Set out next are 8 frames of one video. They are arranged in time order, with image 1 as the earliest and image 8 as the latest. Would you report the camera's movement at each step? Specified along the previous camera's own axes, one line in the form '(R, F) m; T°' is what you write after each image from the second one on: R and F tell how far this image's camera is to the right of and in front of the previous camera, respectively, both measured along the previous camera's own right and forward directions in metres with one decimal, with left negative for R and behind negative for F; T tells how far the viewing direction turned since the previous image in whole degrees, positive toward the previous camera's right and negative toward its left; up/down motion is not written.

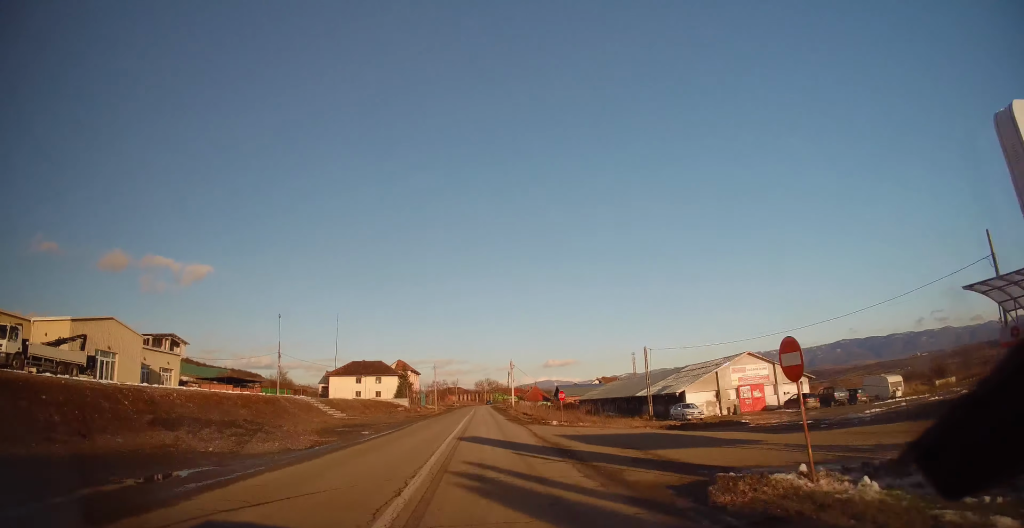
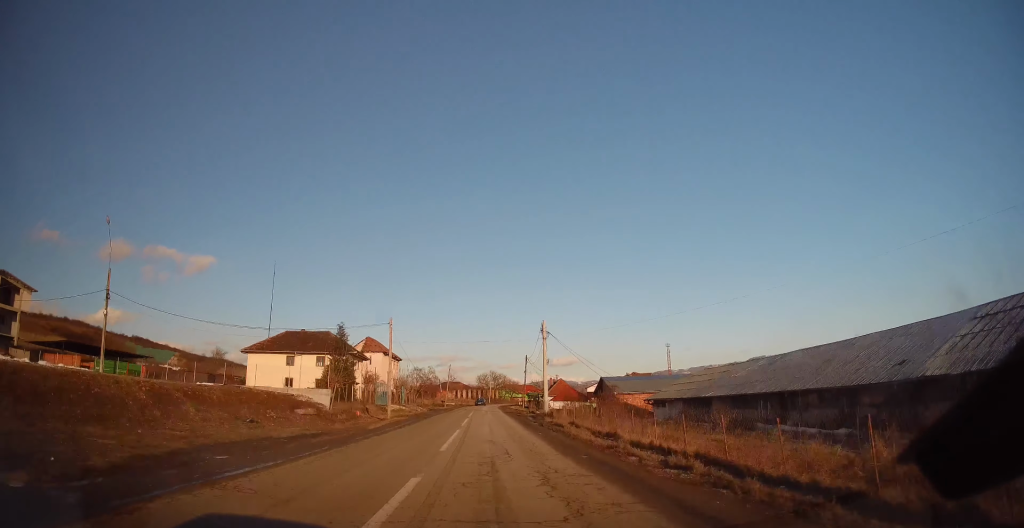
(-1.3, +41.0) m; -1°
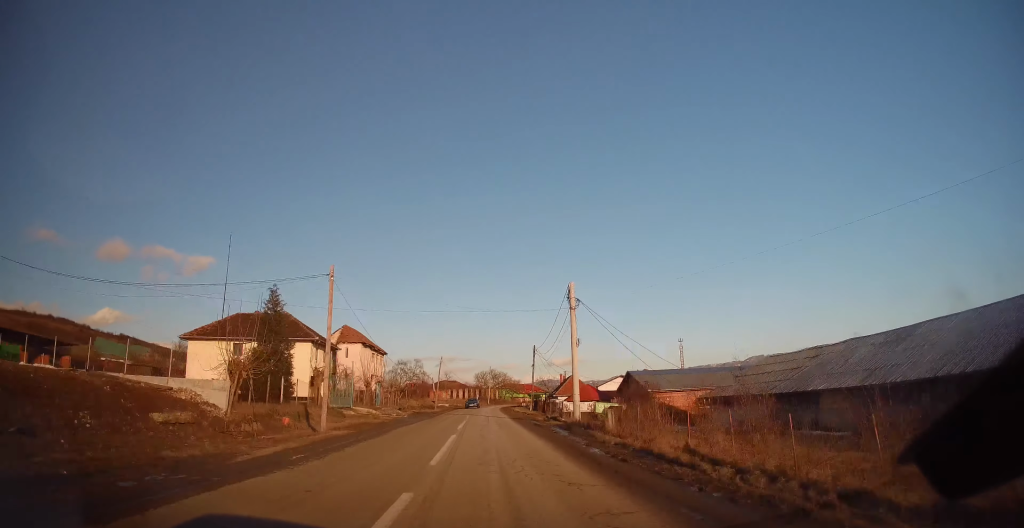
(+0.4, +14.8) m; +1°
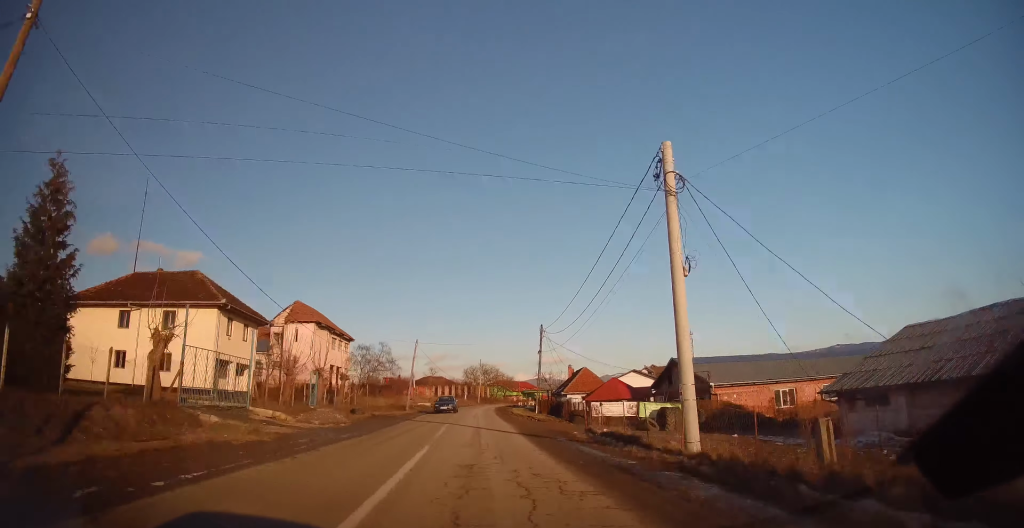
(+0.1, +17.2) m; 0°
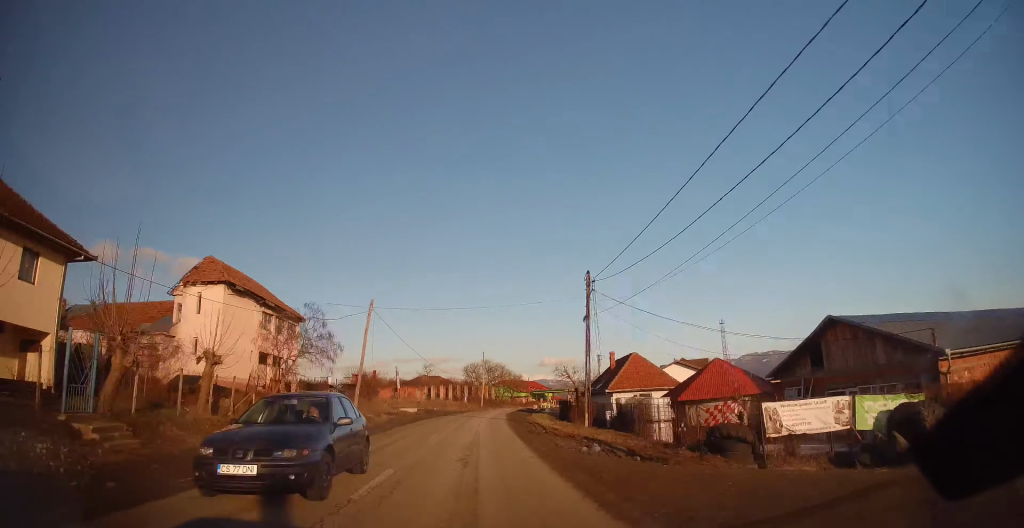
(-0.2, +21.1) m; 0°
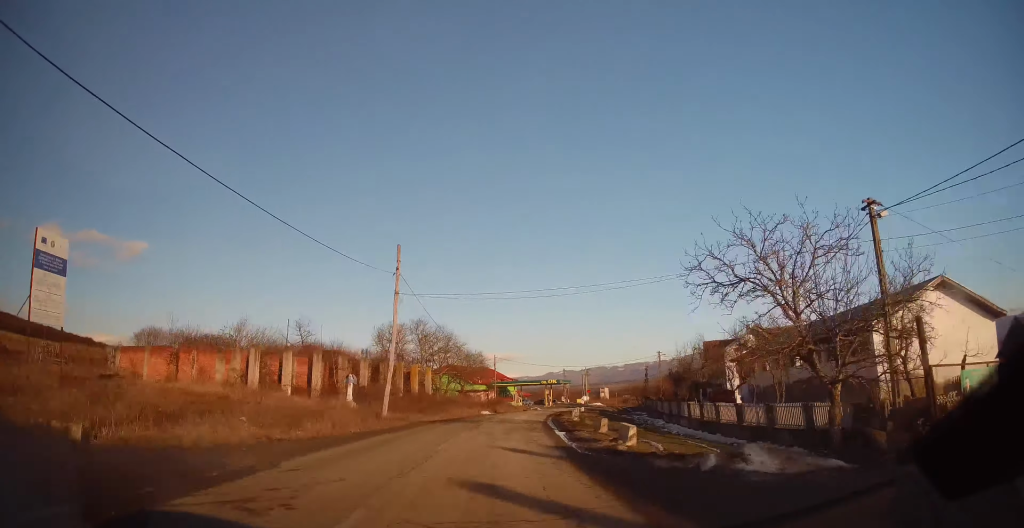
(+2.8, +56.8) m; +8°
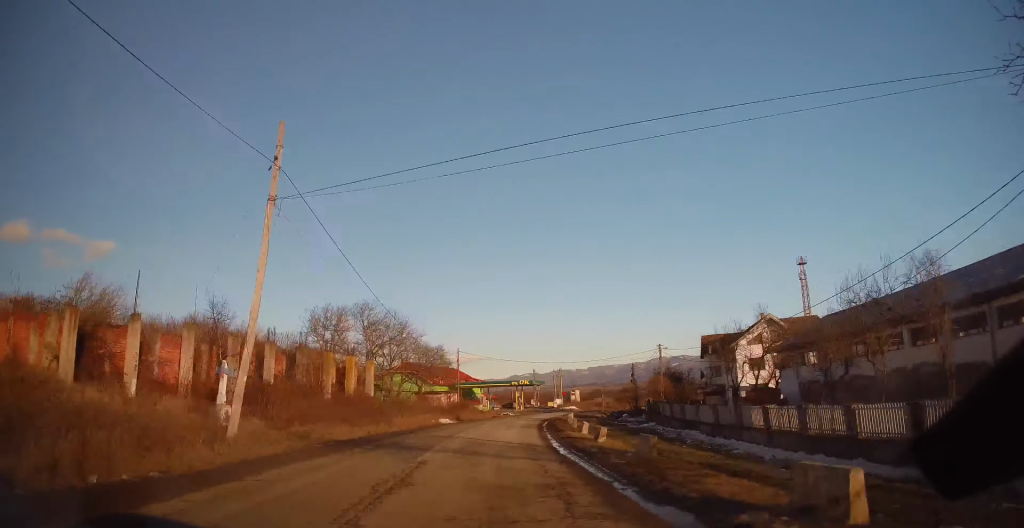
(+0.6, +13.1) m; +3°
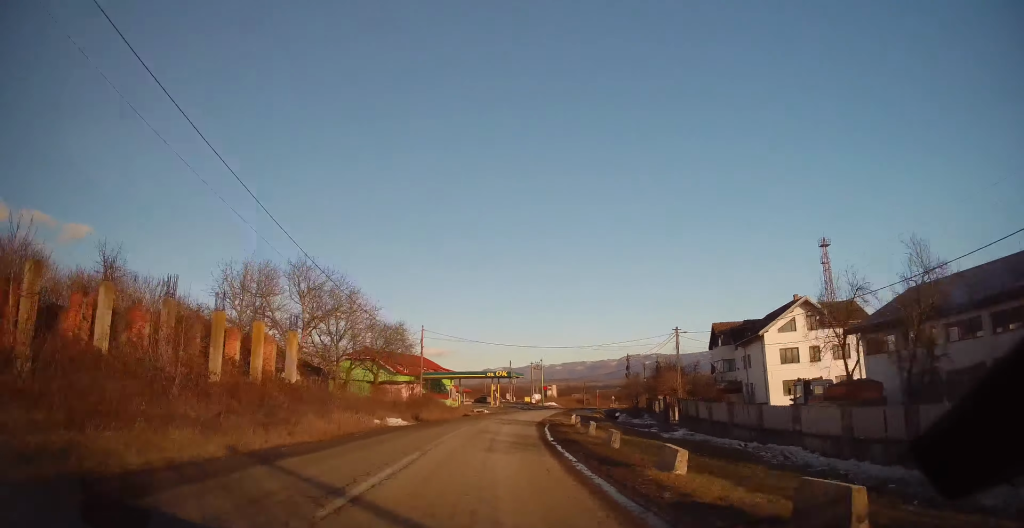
(+0.2, +12.3) m; +3°
